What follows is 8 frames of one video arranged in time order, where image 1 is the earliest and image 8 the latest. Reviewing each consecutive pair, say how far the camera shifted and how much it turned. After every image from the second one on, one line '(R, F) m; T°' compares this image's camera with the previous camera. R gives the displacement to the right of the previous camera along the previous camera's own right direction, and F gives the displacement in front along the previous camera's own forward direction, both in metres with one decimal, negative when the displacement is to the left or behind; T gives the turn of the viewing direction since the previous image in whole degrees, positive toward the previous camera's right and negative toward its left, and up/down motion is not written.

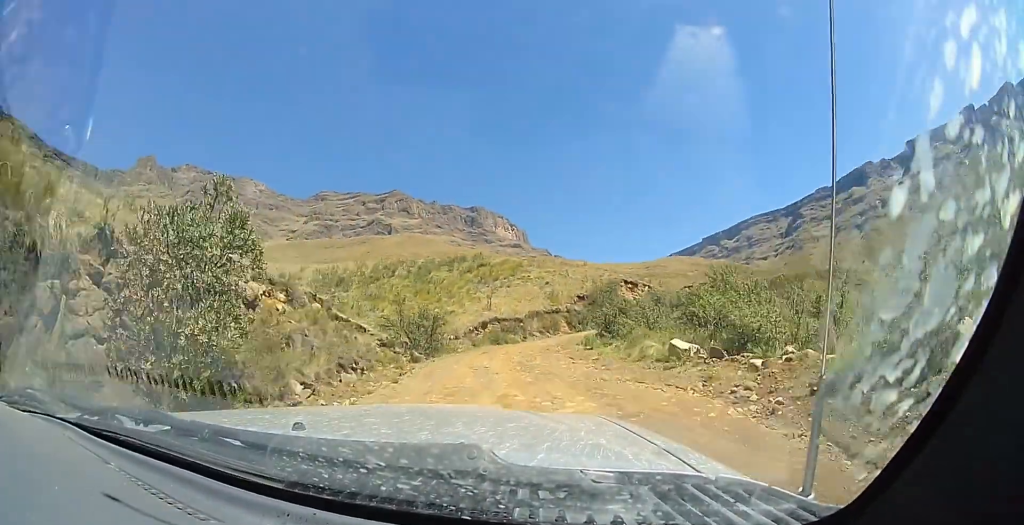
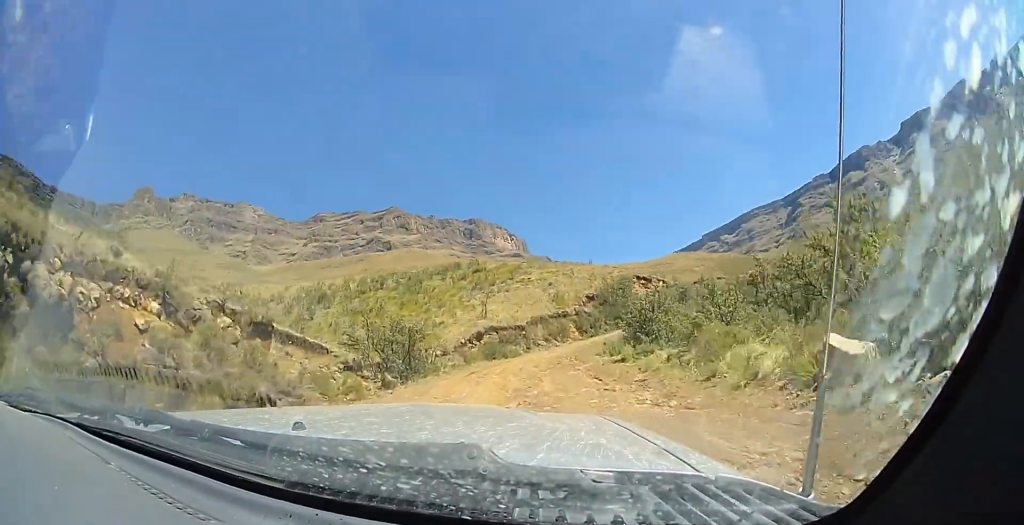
(0.0, +6.3) m; +2°
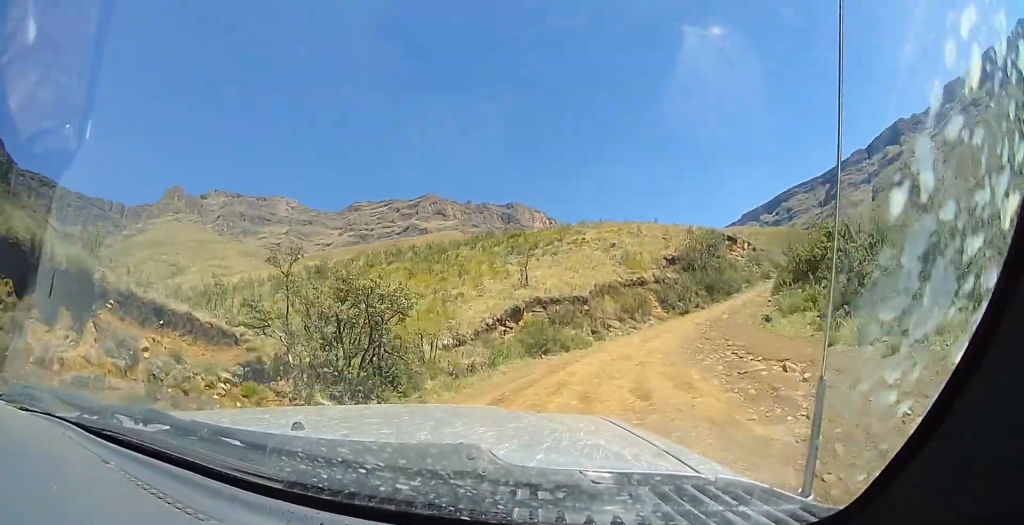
(-0.7, +11.9) m; +18°
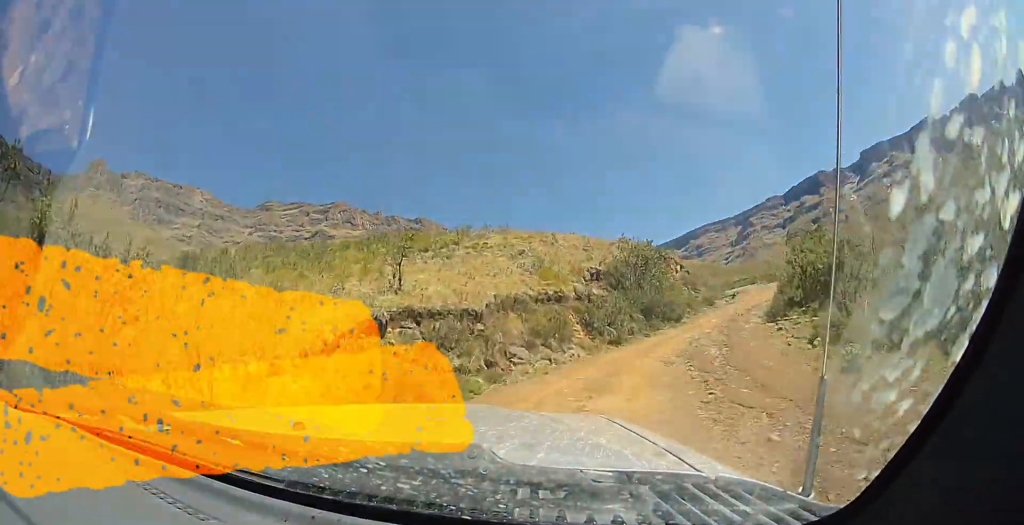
(+2.6, +6.9) m; +12°
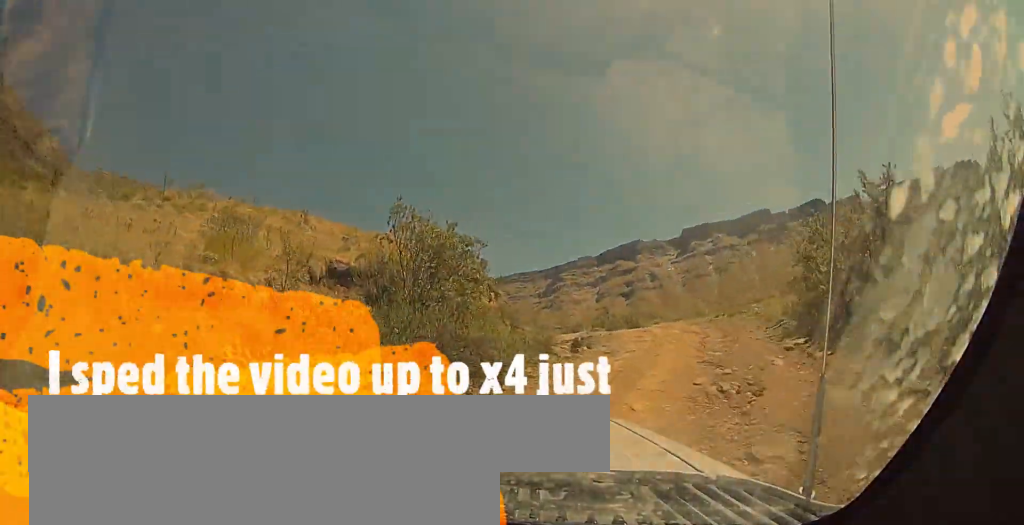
(+2.2, +12.0) m; +12°
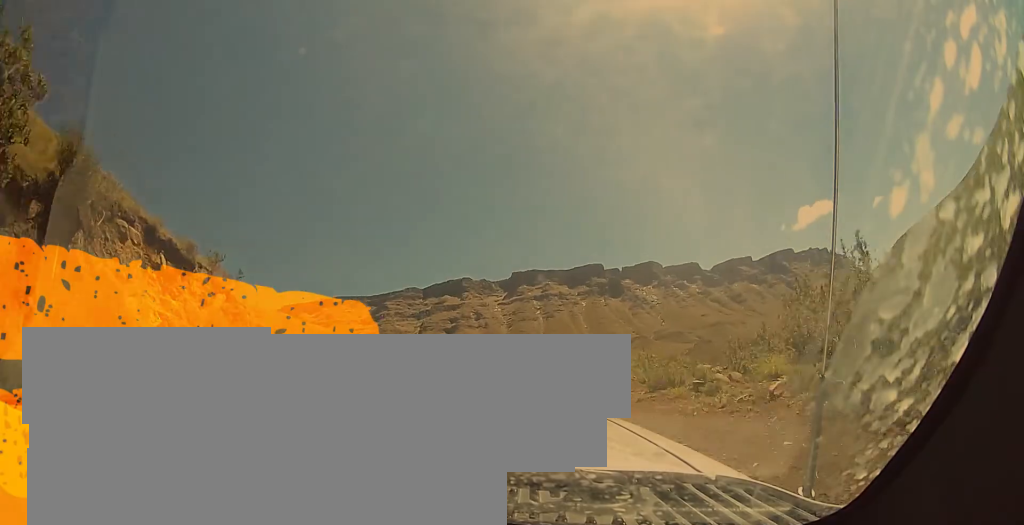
(+0.1, +11.4) m; +2°
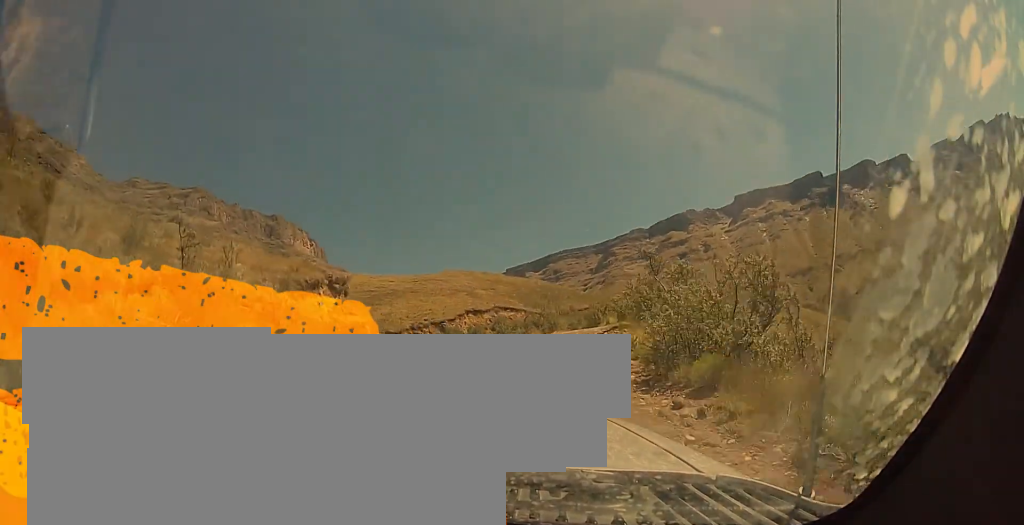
(-1.4, +22.6) m; -12°
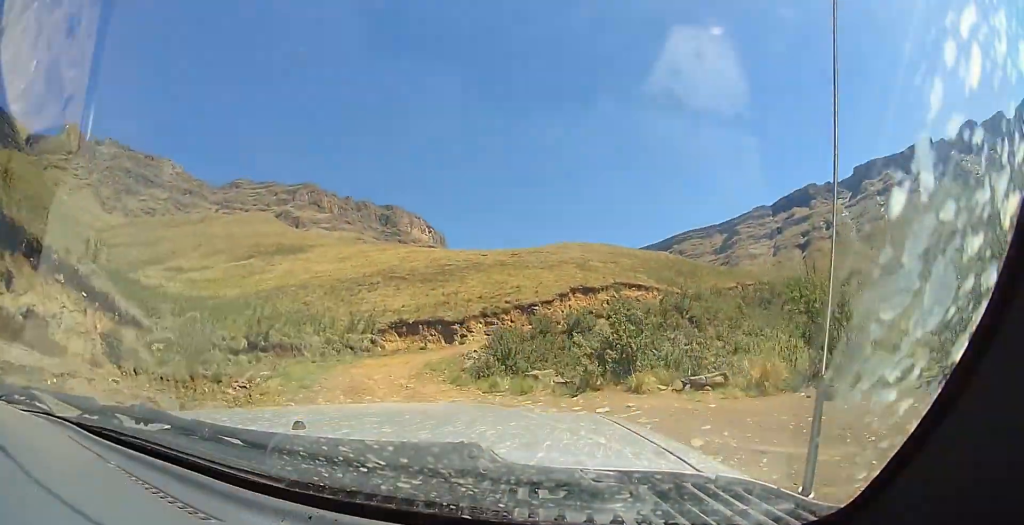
(-6.4, +24.8) m; -37°
